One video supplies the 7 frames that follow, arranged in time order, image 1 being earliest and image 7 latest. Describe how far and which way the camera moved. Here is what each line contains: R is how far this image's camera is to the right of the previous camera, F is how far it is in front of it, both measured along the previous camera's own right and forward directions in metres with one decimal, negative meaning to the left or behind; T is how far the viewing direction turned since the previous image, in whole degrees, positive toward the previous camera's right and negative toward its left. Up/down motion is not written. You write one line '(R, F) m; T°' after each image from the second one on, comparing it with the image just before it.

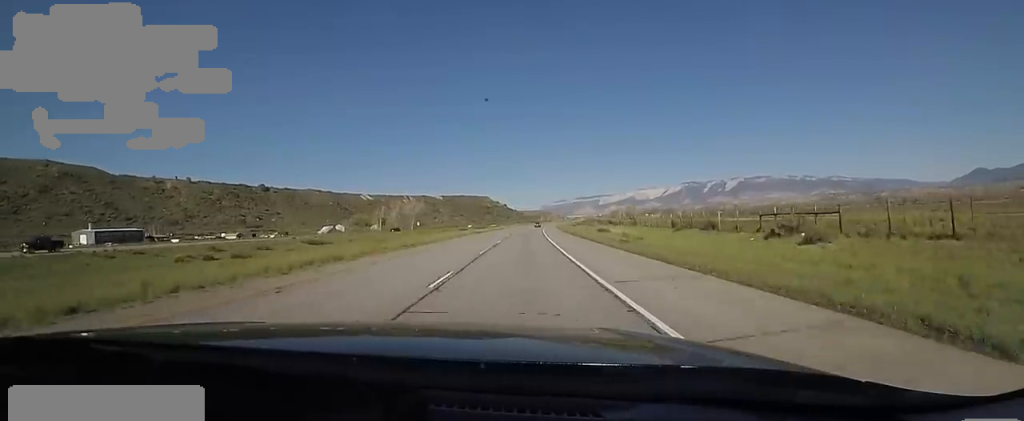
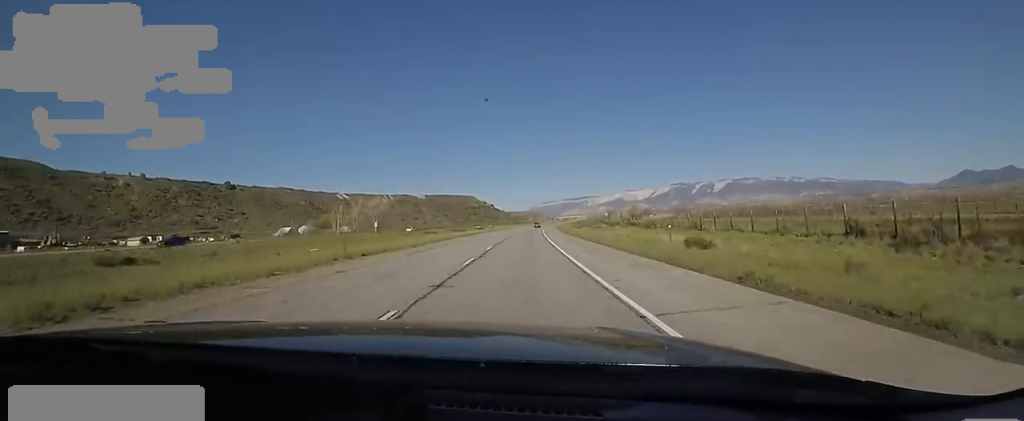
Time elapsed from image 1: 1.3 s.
(+1.4, +42.1) m; +4°
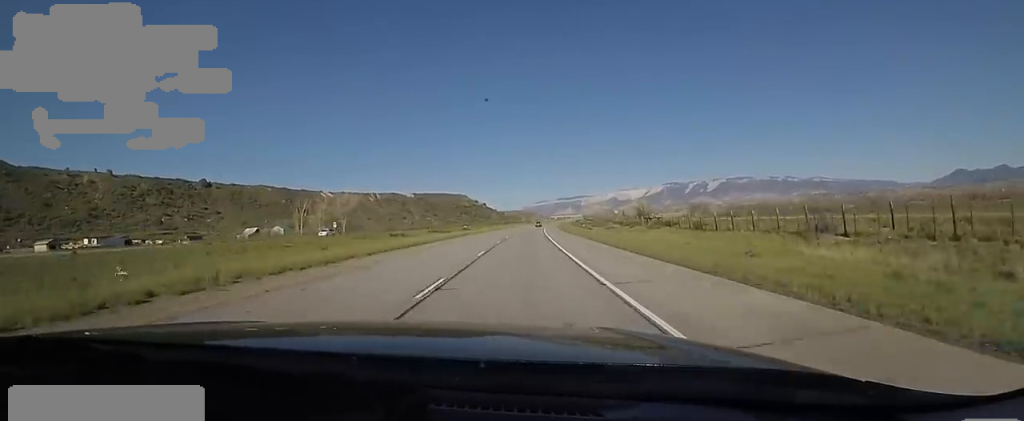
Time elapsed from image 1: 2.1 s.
(+0.5, +28.9) m; +1°
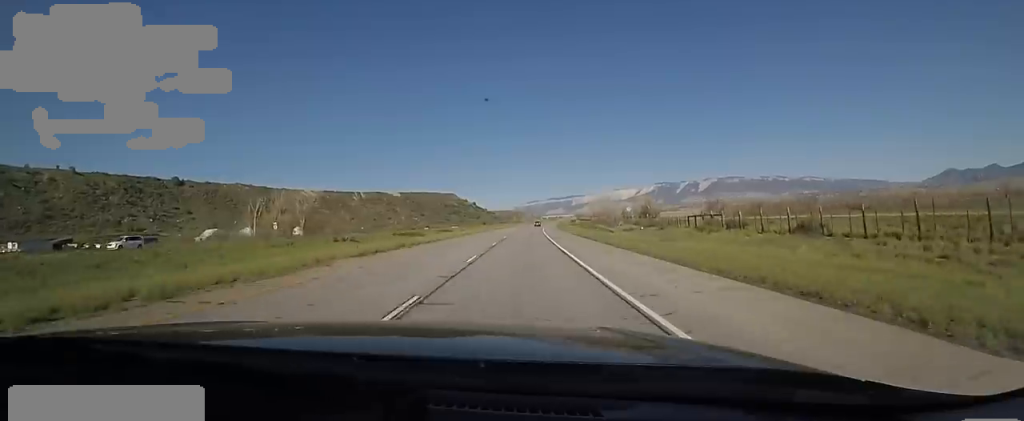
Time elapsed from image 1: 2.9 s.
(0.0, +26.7) m; 0°
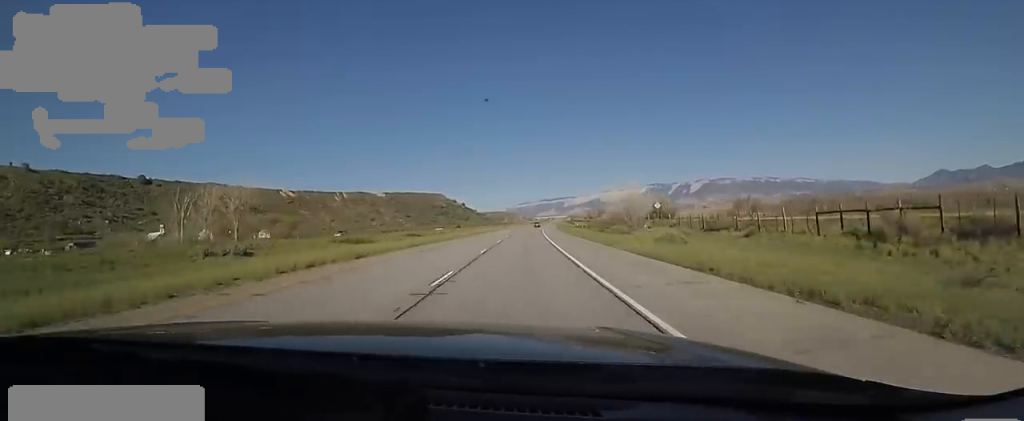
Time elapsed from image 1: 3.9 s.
(0.0, +31.2) m; 0°
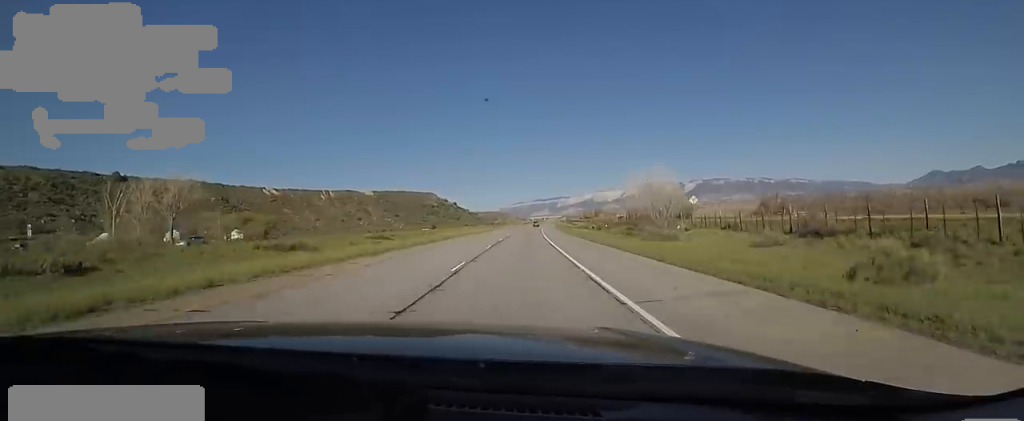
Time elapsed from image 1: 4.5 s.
(0.0, +21.2) m; 0°
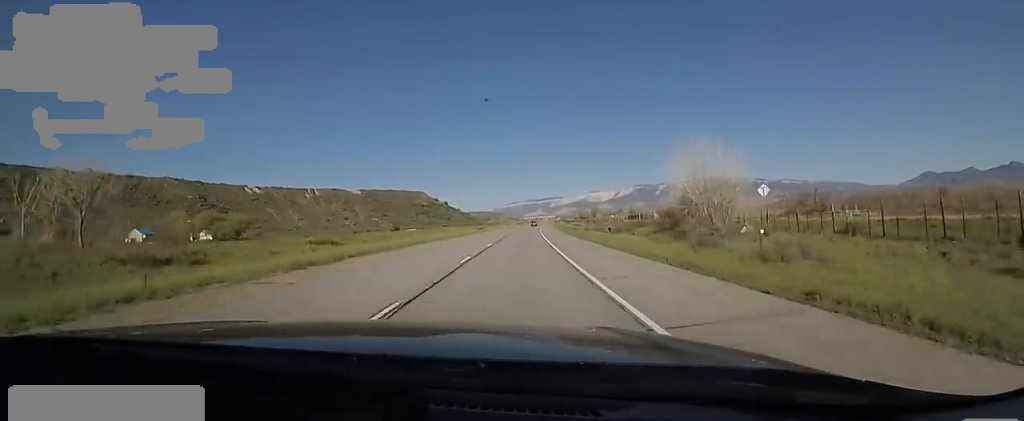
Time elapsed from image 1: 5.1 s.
(0.0, +21.2) m; +1°
